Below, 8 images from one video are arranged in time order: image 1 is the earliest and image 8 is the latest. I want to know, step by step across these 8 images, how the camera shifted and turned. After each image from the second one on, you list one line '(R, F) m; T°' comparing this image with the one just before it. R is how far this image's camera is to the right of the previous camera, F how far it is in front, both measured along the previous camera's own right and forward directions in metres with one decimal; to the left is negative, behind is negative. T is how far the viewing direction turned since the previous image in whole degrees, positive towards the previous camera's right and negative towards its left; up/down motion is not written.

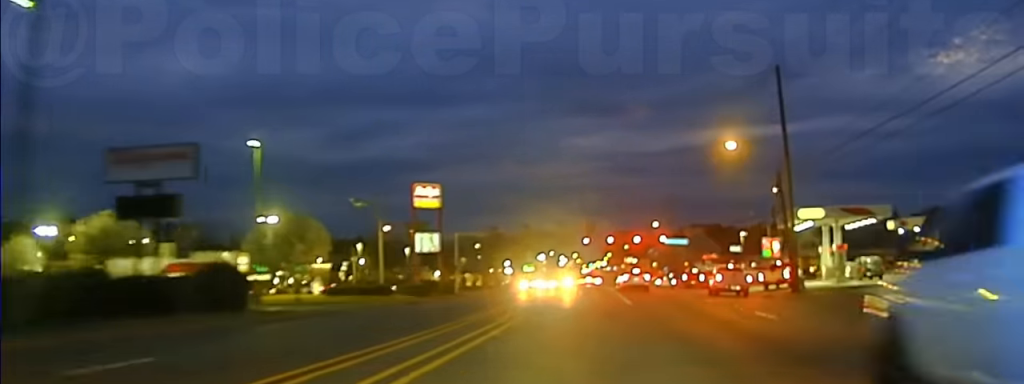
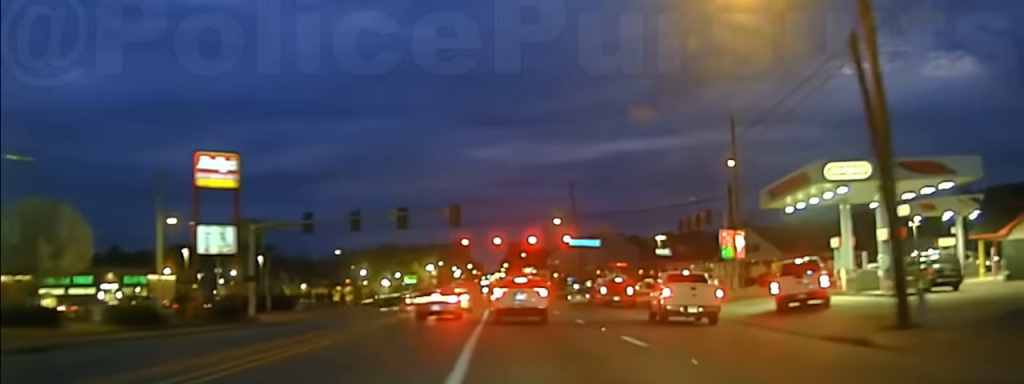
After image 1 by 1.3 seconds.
(+0.6, +31.9) m; +4°
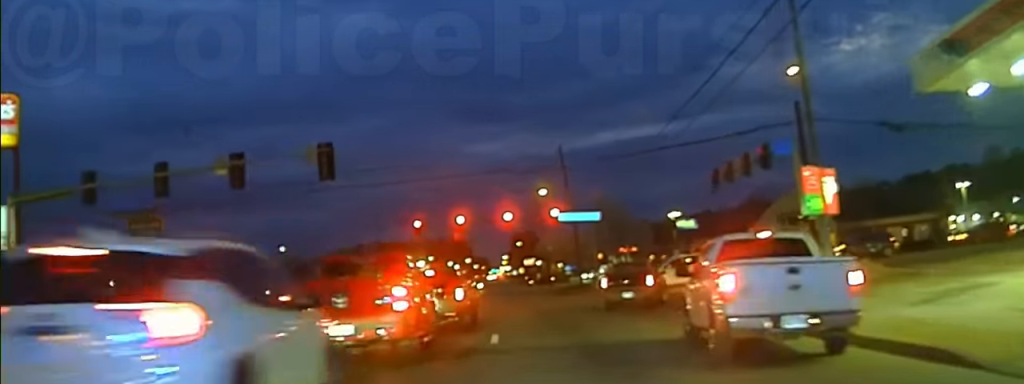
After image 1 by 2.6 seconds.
(+0.9, +26.7) m; +2°
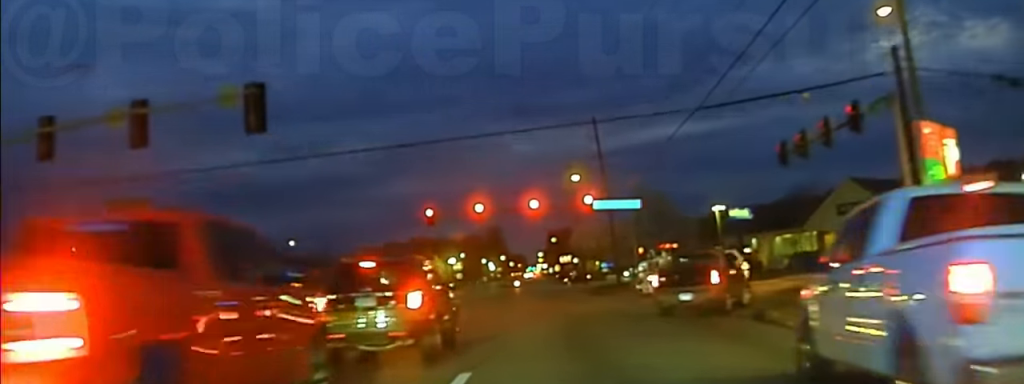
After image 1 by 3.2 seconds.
(+0.1, +10.4) m; -1°
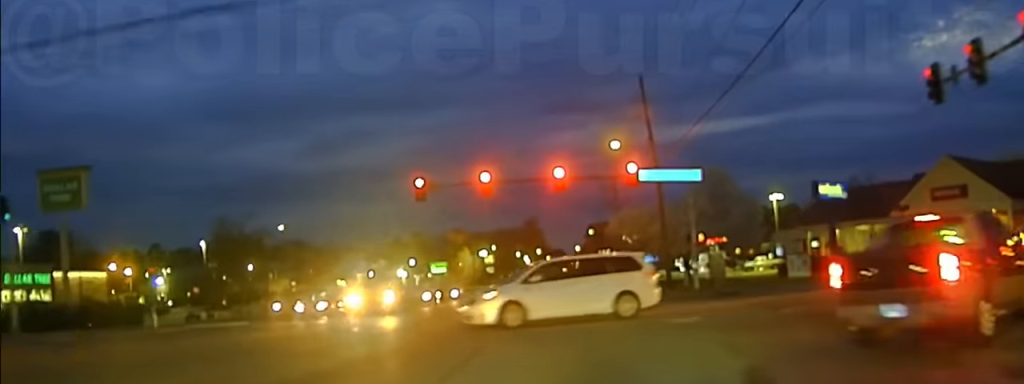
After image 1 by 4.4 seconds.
(-0.5, +14.8) m; -1°
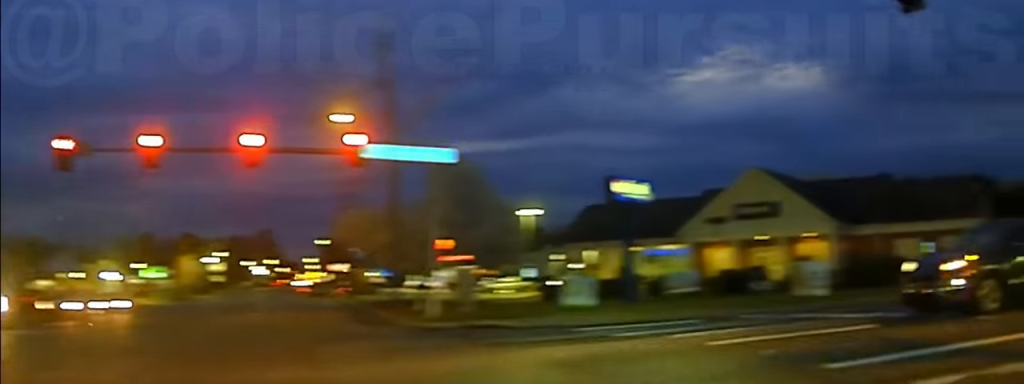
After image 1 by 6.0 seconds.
(+1.9, +13.5) m; +33°
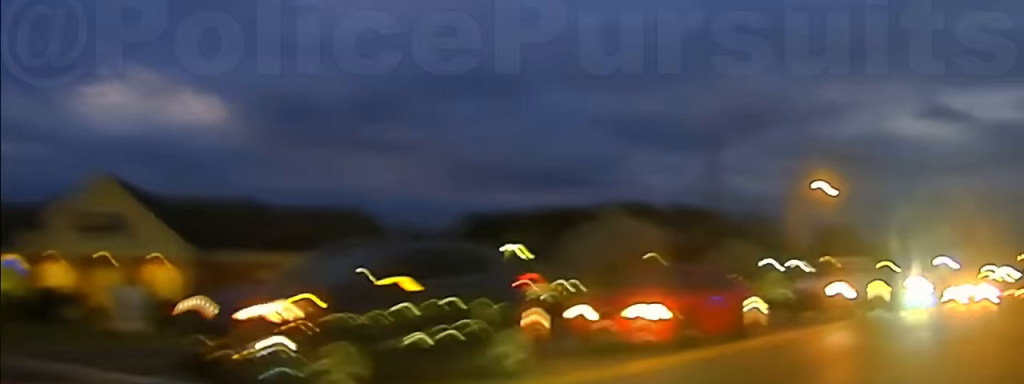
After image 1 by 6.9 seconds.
(+2.3, +7.2) m; +29°
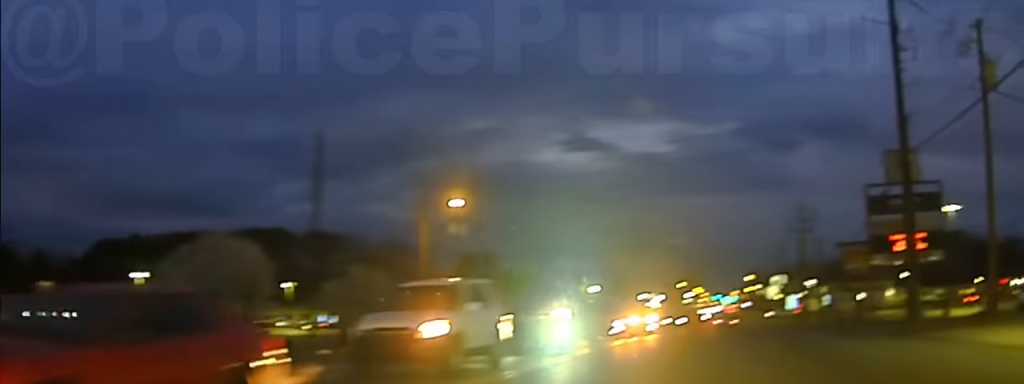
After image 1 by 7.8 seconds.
(+1.8, +8.4) m; +18°
